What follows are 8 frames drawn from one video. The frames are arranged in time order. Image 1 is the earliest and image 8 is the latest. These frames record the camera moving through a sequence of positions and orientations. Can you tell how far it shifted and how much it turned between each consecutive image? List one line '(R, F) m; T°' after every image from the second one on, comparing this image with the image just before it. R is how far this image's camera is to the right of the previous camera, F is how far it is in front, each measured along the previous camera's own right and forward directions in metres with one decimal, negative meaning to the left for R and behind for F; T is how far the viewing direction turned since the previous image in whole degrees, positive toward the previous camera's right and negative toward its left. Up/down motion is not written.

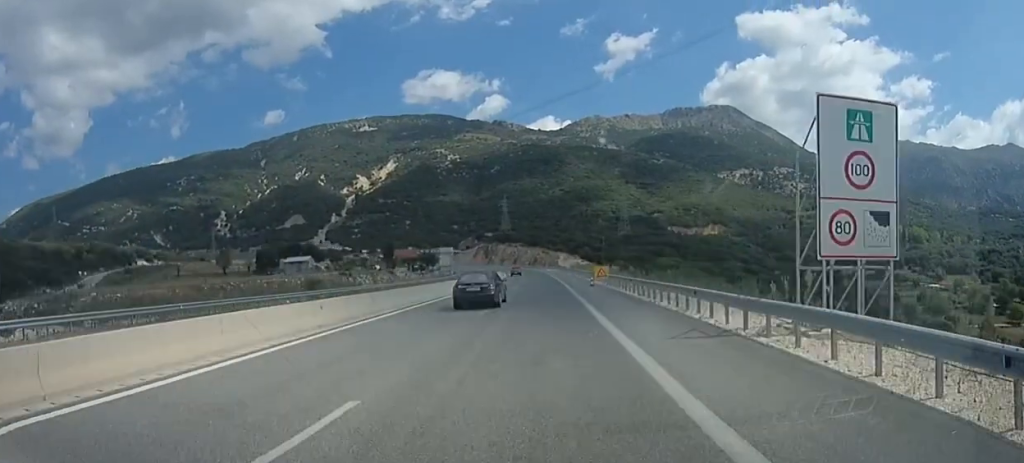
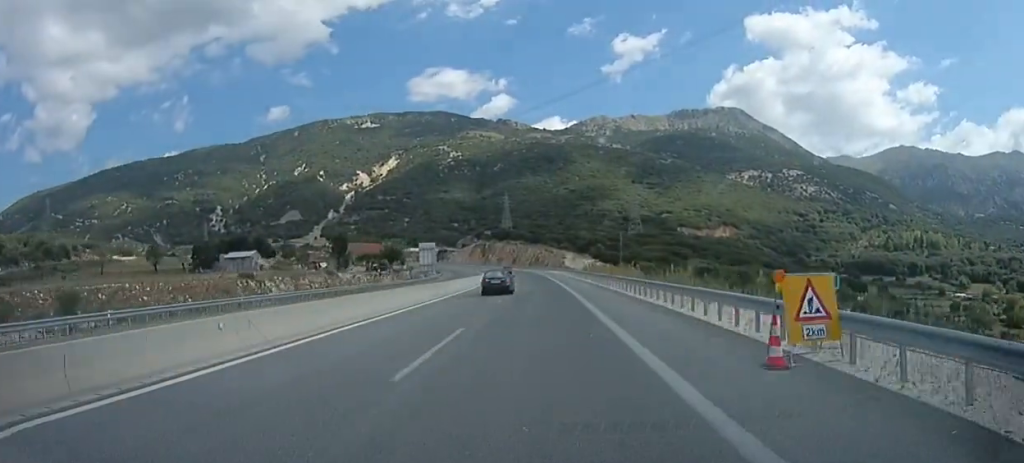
(+0.1, +29.8) m; -1°
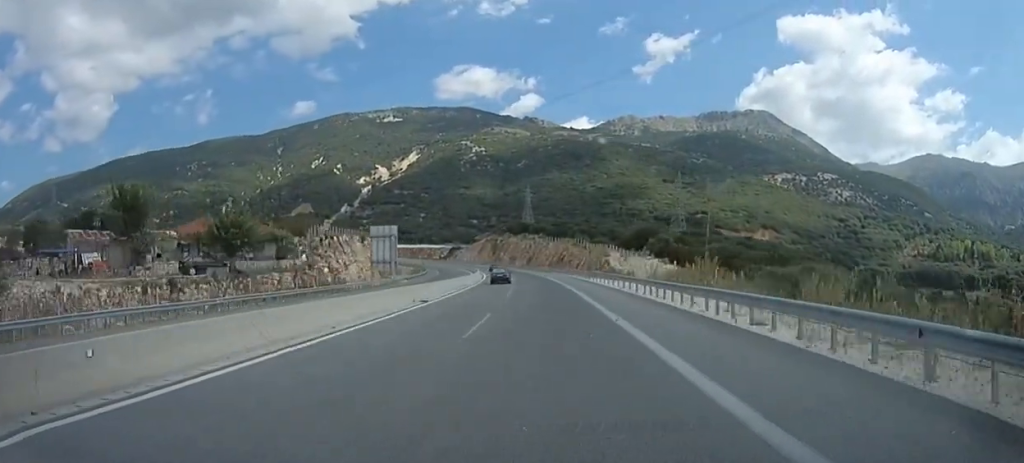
(-0.5, +52.4) m; -2°
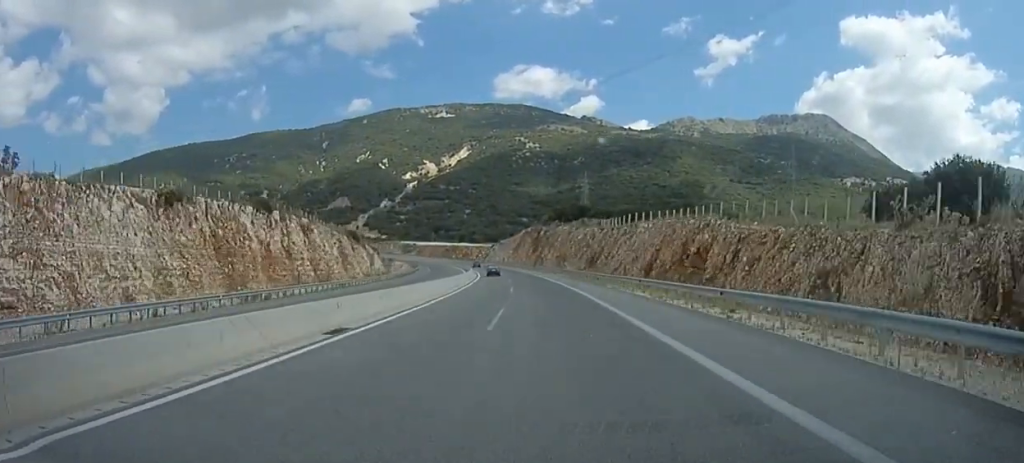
(-2.5, +73.1) m; -6°
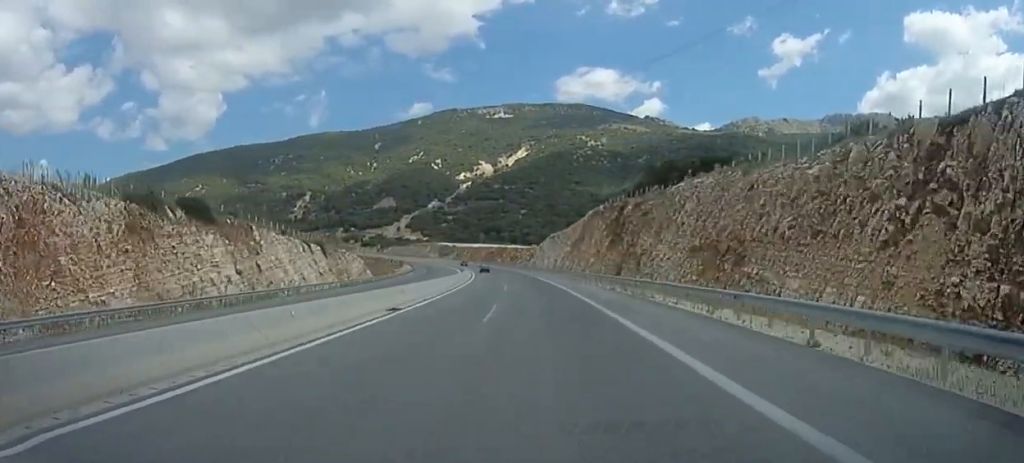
(-5.1, +73.6) m; -7°
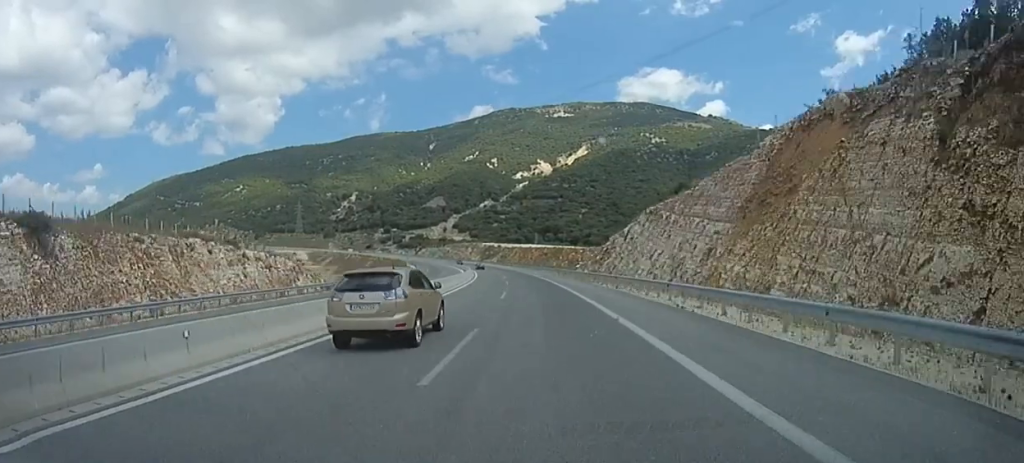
(-2.4, +63.9) m; -5°
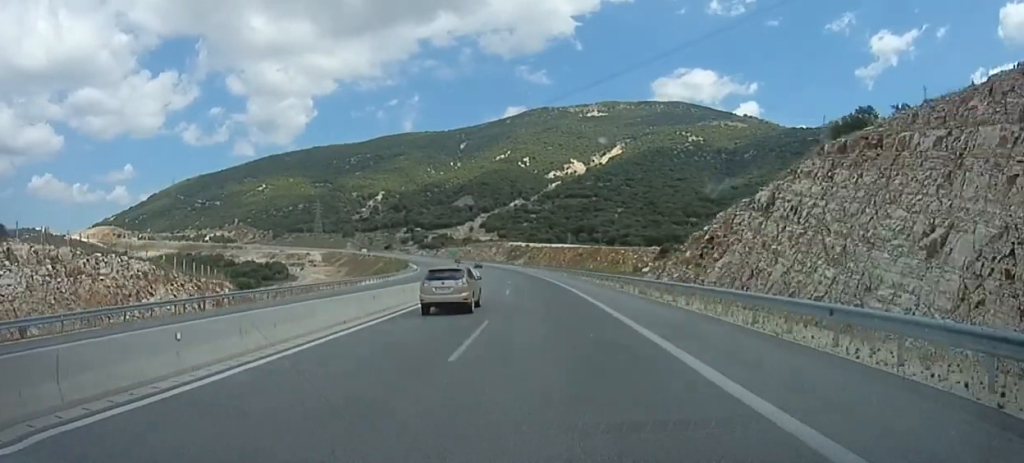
(-1.7, +35.5) m; -3°
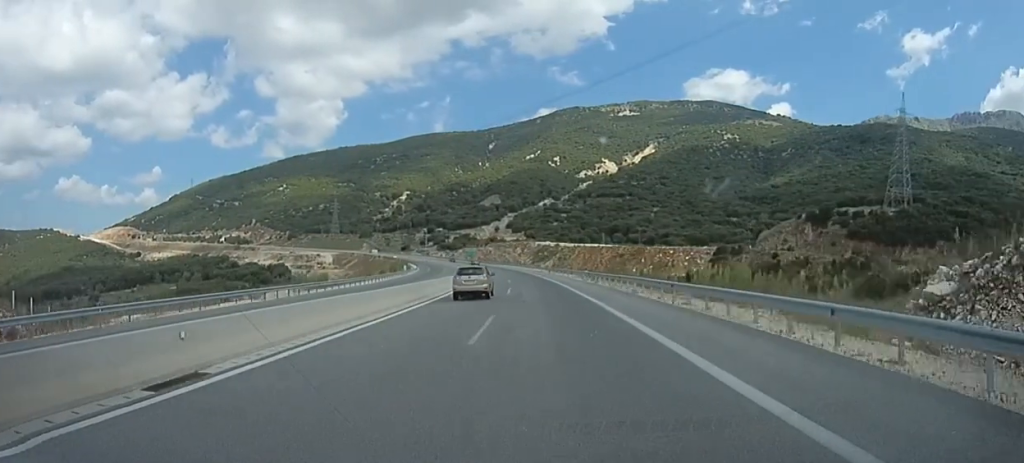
(-0.8, +35.5) m; -3°
